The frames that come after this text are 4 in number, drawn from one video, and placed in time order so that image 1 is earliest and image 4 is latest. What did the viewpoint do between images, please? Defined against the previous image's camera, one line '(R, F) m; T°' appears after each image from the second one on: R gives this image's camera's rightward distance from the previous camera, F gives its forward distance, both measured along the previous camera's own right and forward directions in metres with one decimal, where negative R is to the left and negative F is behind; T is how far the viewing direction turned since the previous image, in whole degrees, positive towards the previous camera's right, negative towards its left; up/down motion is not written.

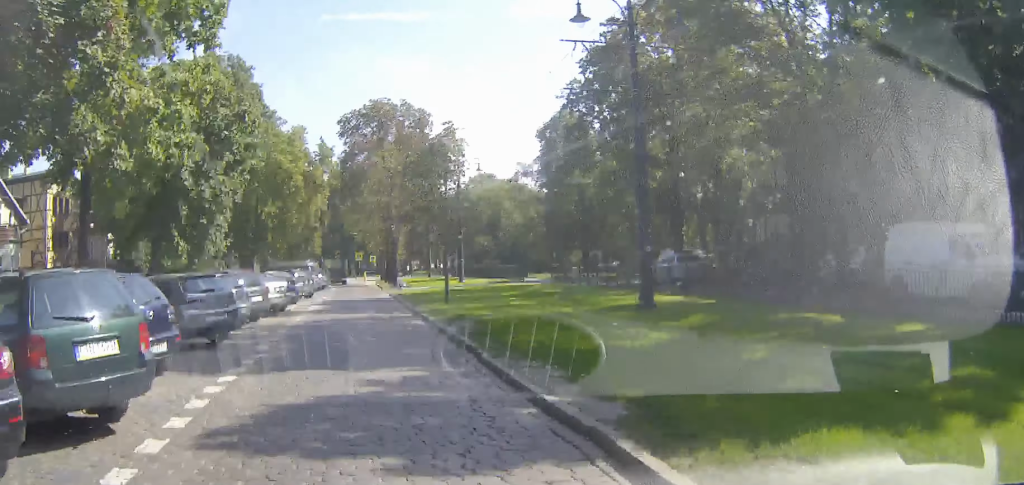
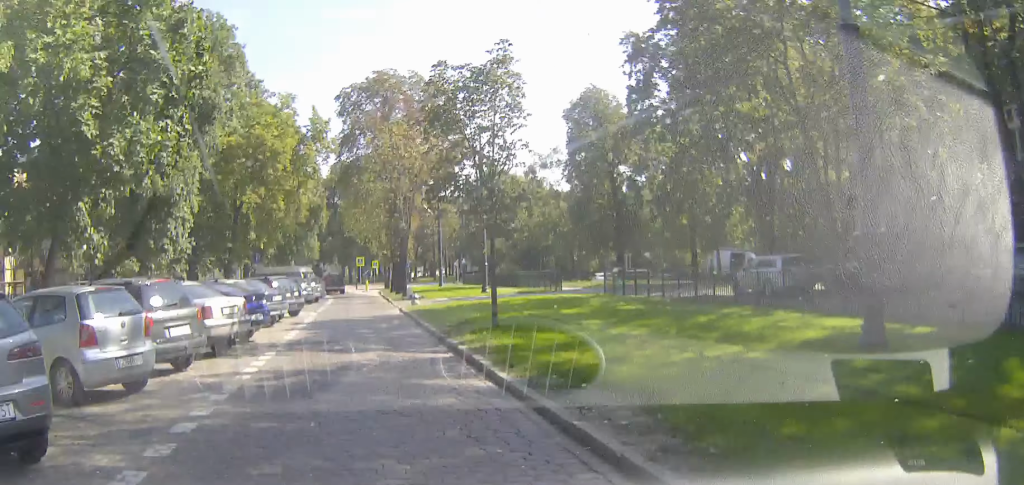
(+0.3, +9.9) m; +1°
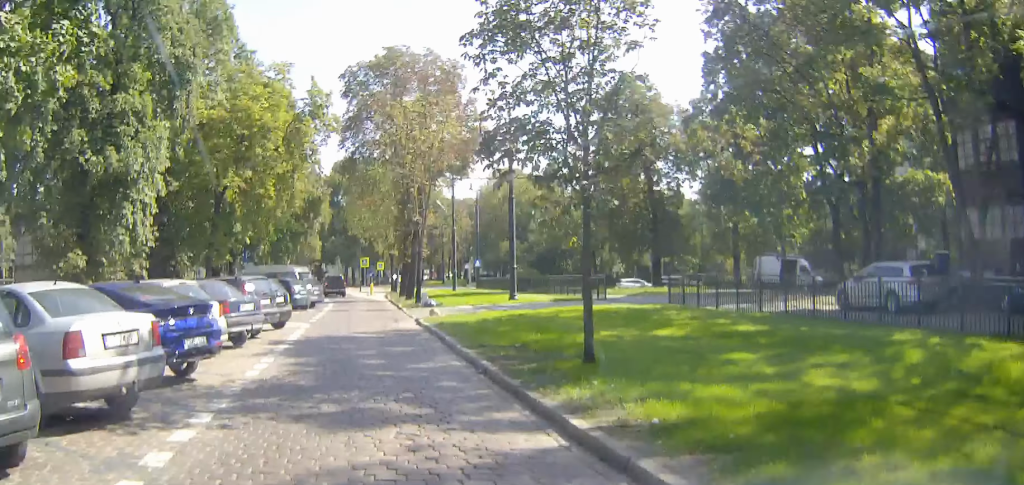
(0.0, +7.2) m; +1°
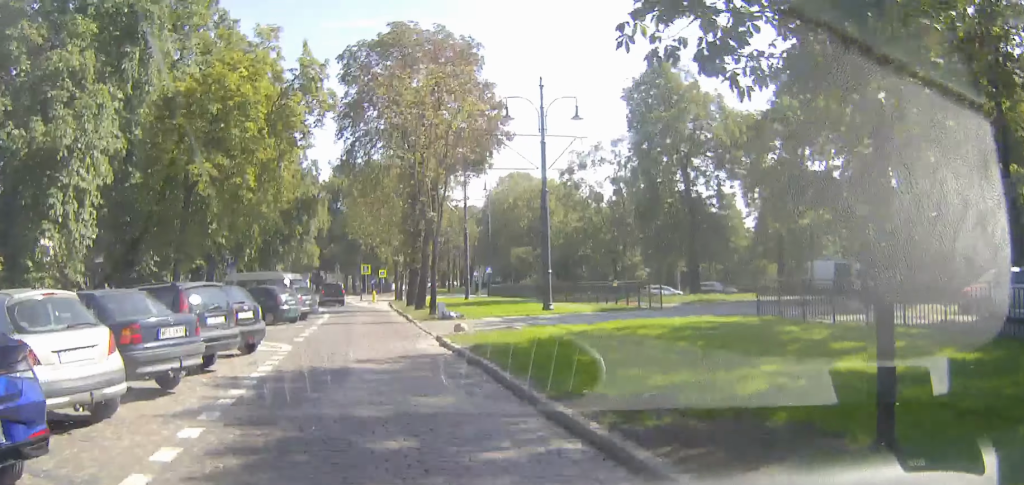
(+0.1, +6.7) m; 0°
